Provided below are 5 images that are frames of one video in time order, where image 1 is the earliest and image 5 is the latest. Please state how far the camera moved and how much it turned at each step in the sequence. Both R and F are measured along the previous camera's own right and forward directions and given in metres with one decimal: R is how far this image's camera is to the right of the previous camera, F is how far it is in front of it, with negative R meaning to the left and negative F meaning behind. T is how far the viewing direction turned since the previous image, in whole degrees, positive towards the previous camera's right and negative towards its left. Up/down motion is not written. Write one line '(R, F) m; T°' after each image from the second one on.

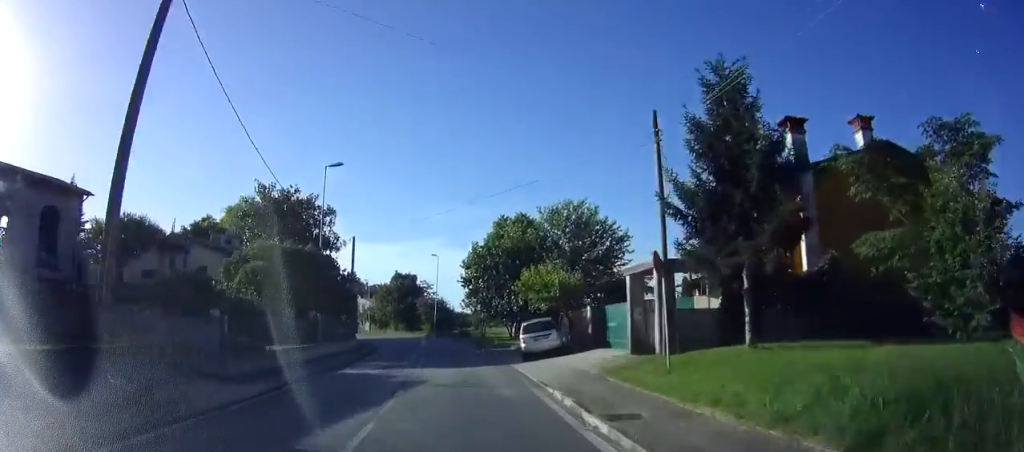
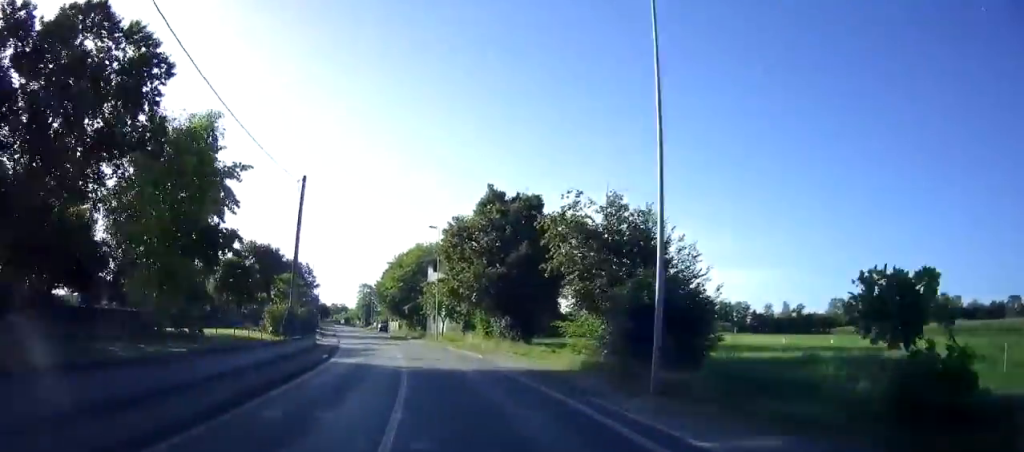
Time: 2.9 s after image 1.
(-1.8, +49.6) m; -9°
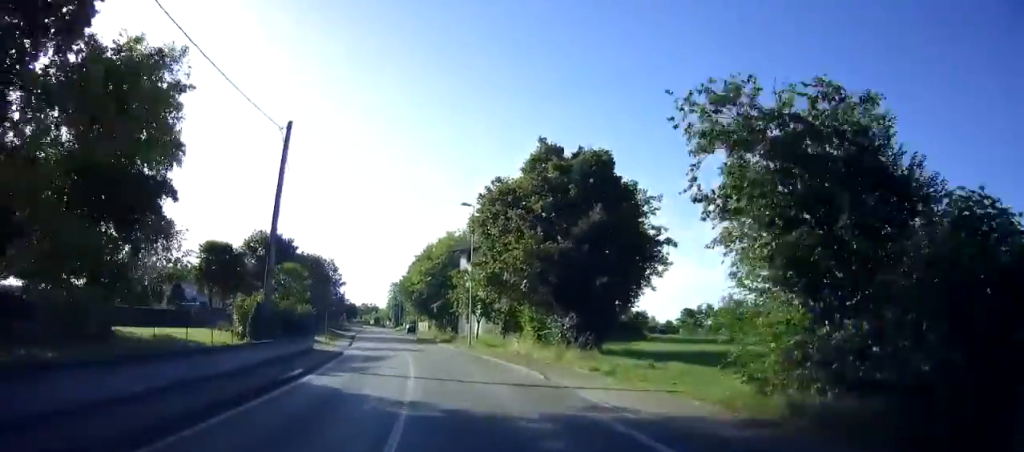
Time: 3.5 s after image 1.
(+0.1, +8.9) m; -4°
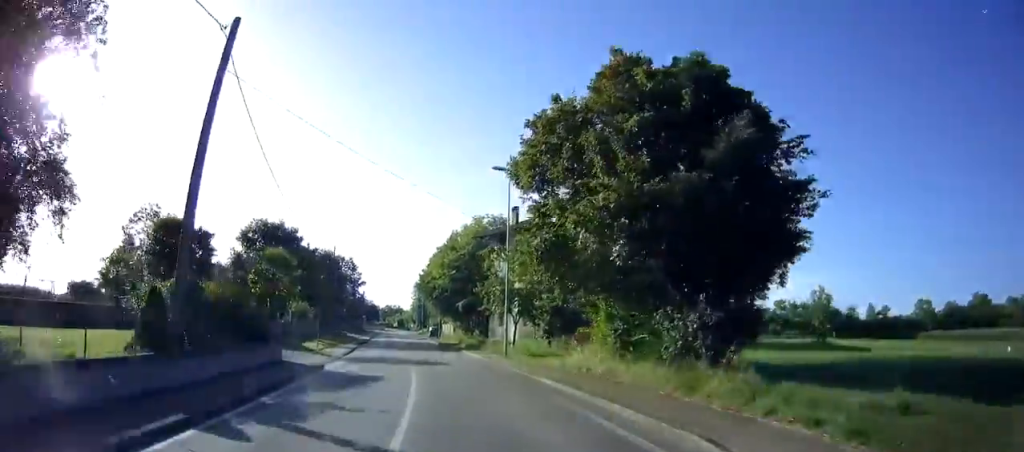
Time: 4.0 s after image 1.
(-0.6, +8.4) m; -3°
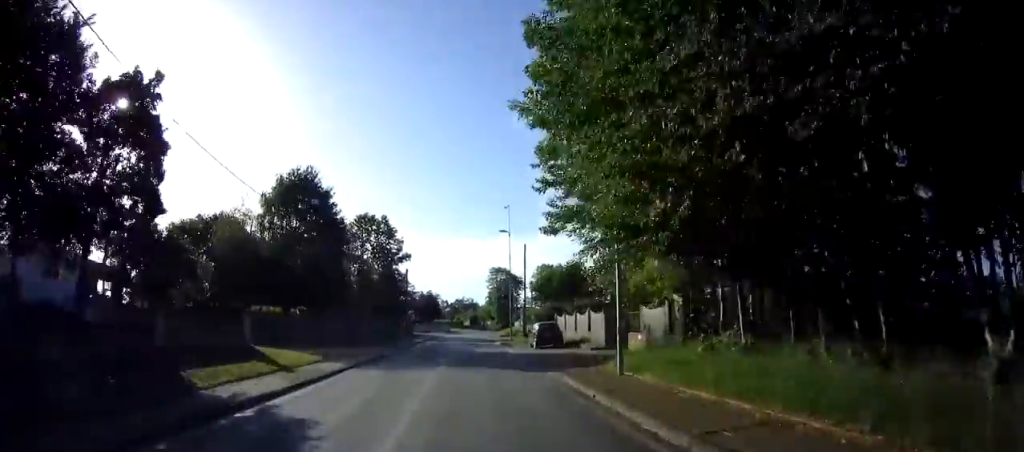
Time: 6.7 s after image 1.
(-5.7, +46.5) m; -12°
